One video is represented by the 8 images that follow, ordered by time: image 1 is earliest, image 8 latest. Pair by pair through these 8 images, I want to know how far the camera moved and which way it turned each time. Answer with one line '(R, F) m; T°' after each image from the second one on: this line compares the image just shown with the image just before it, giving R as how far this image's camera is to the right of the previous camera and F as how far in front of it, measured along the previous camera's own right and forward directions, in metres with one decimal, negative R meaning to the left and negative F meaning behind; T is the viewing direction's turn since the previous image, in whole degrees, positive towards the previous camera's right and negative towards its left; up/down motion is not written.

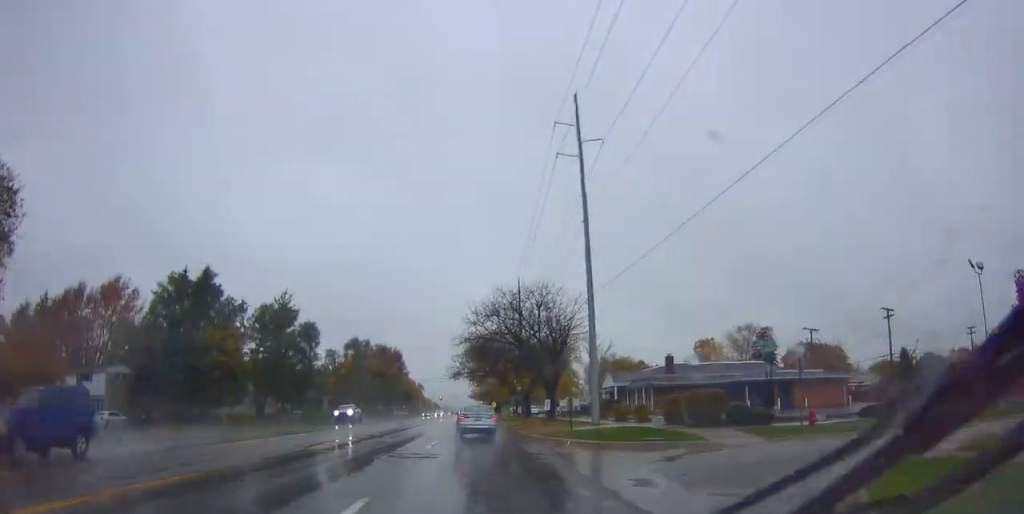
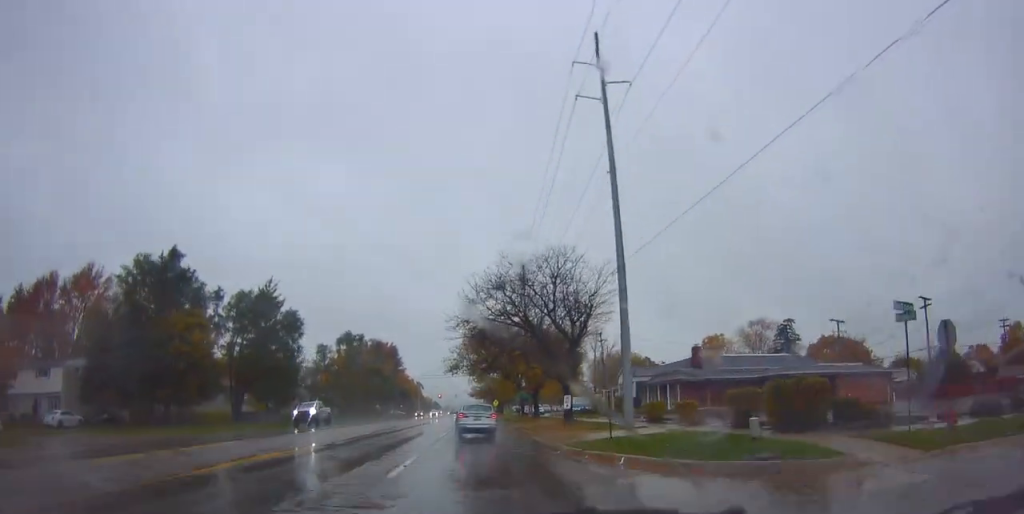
(+0.1, +8.1) m; +1°
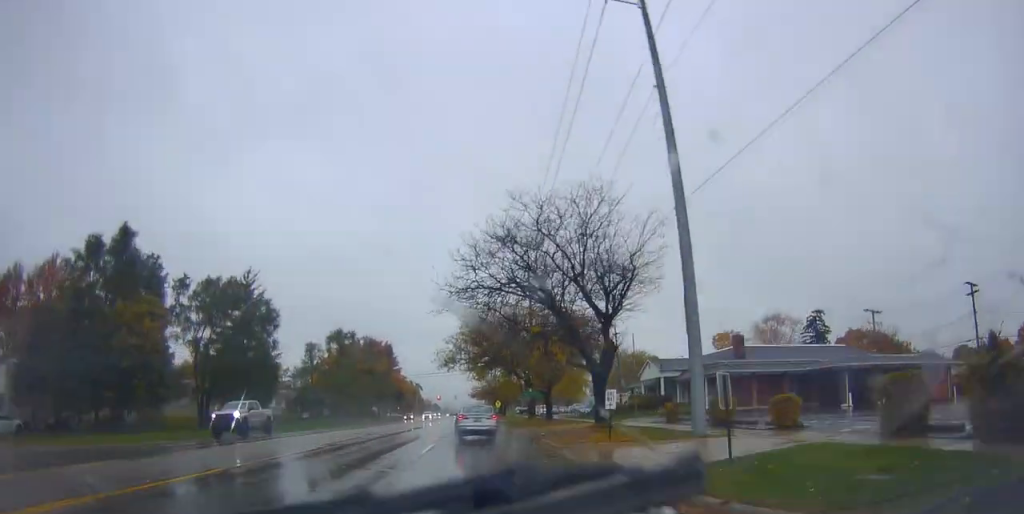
(0.0, +9.3) m; 0°
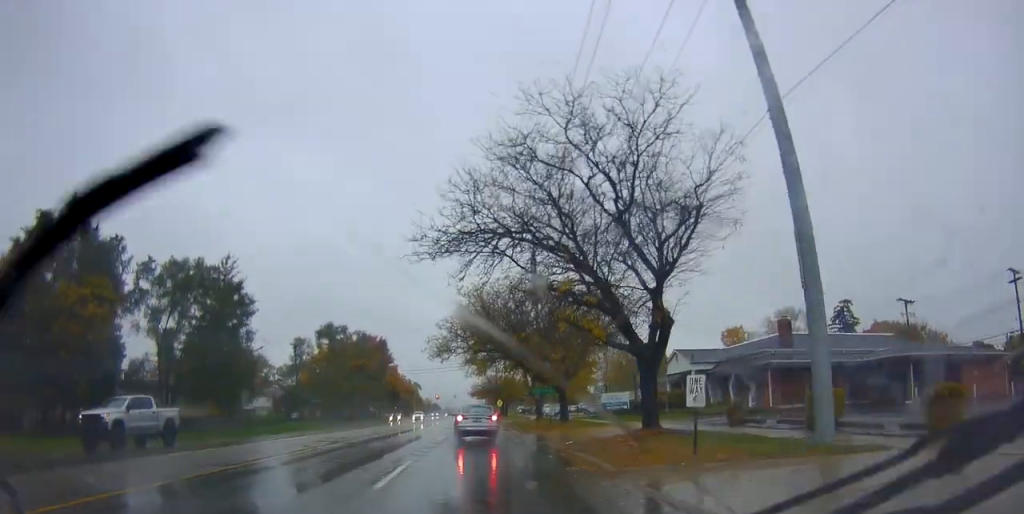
(0.0, +7.6) m; 0°
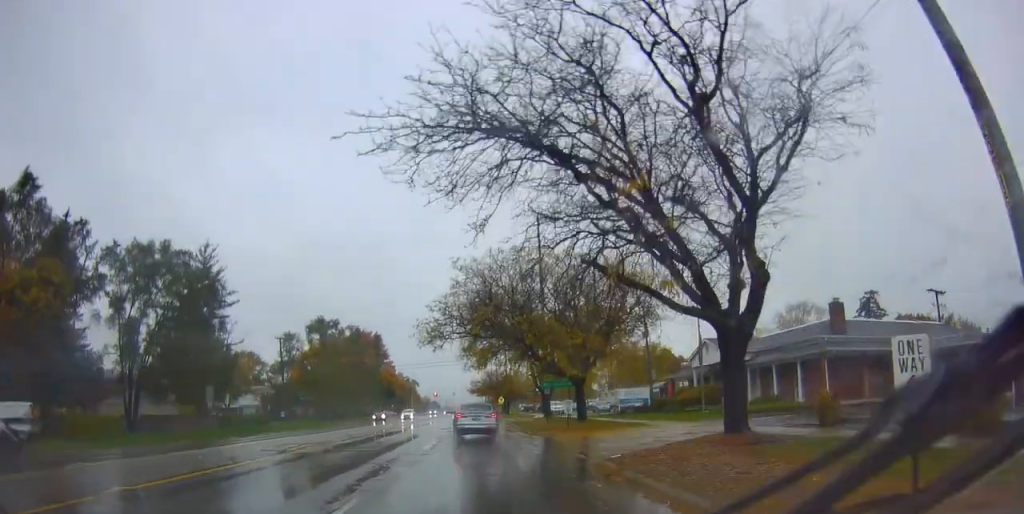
(0.0, +6.7) m; 0°
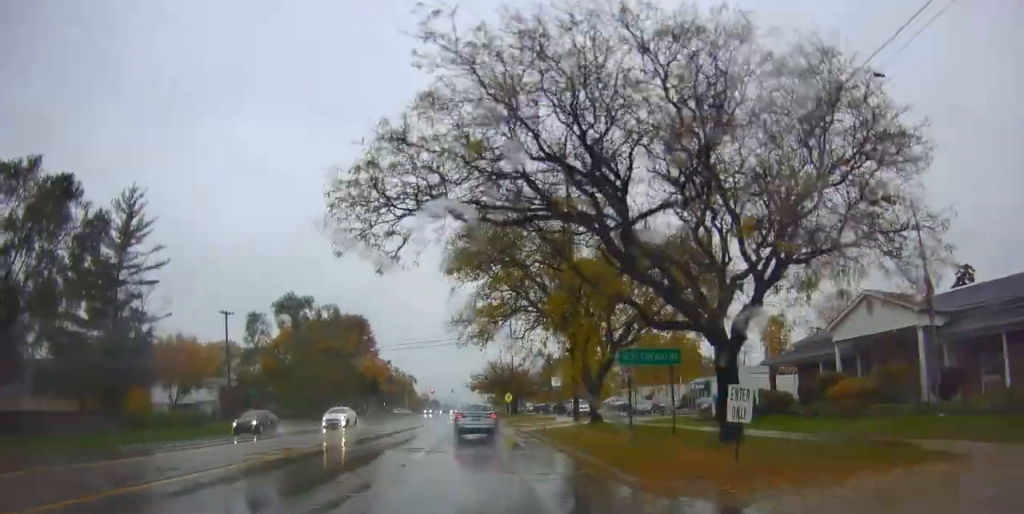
(-0.6, +20.1) m; -2°
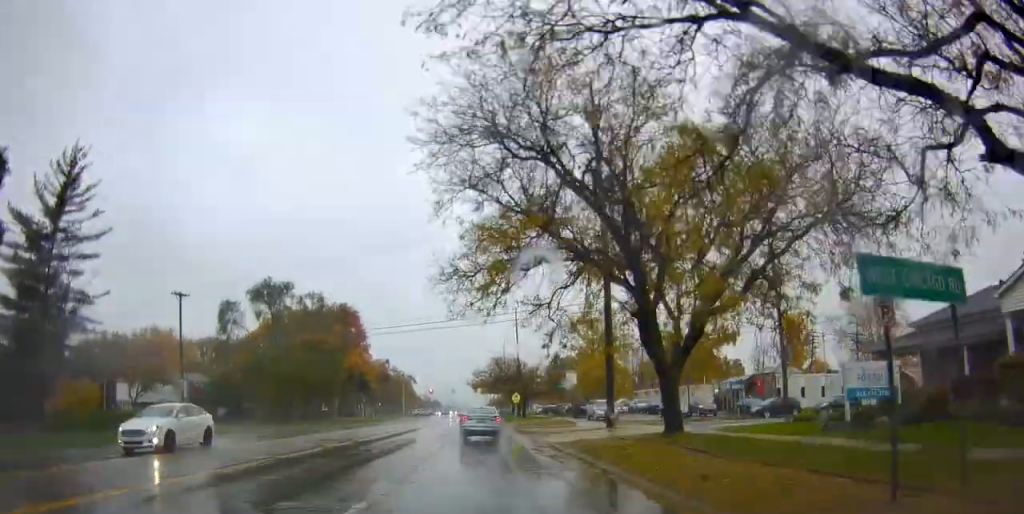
(+0.3, +12.0) m; +2°
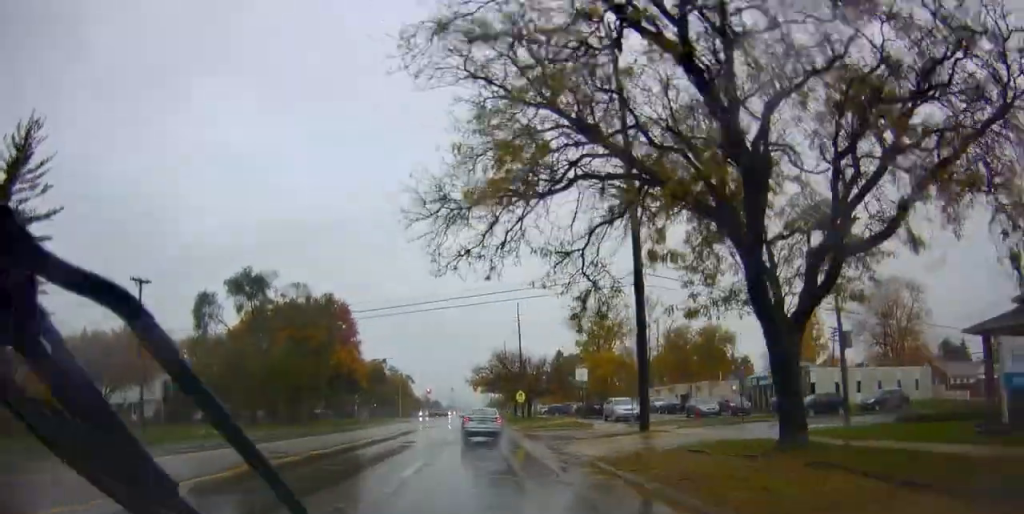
(0.0, +7.3) m; 0°
